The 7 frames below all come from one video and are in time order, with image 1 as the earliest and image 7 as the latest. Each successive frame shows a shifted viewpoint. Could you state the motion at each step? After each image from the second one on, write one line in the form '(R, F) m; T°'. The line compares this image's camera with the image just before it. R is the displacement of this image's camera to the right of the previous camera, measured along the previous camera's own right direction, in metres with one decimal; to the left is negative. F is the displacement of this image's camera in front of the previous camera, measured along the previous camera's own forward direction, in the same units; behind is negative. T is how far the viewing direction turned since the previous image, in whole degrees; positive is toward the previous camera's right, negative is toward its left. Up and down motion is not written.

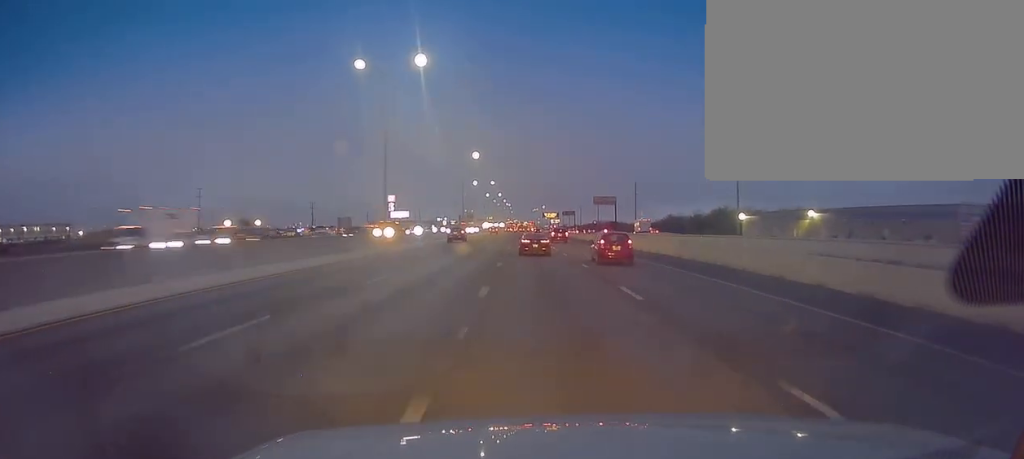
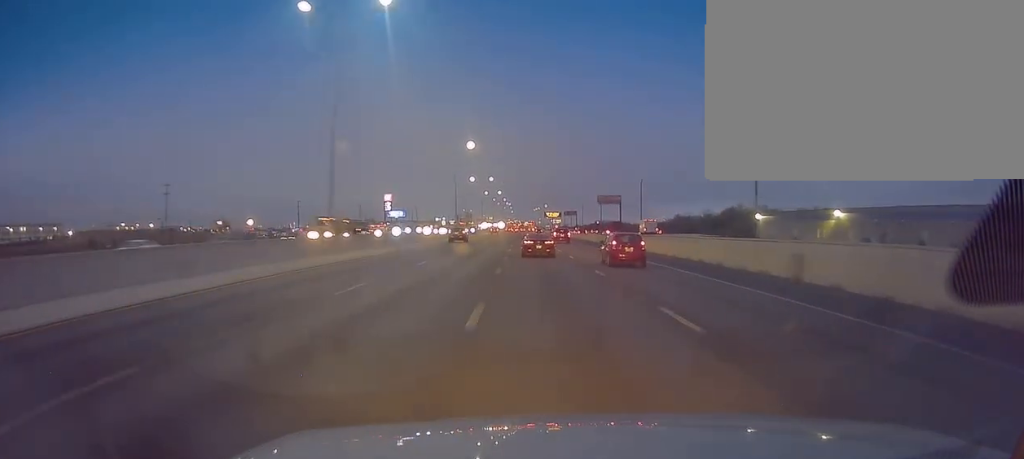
(-0.1, +16.3) m; 0°
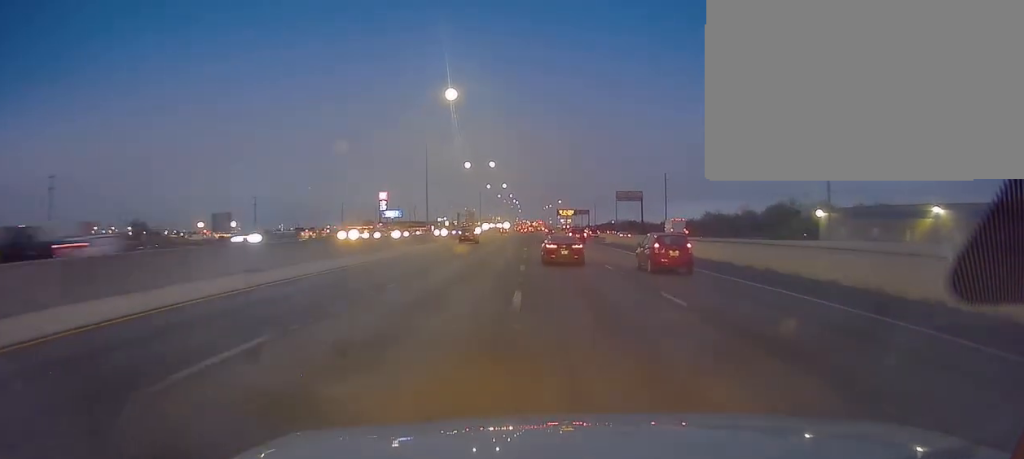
(+0.1, +43.8) m; 0°
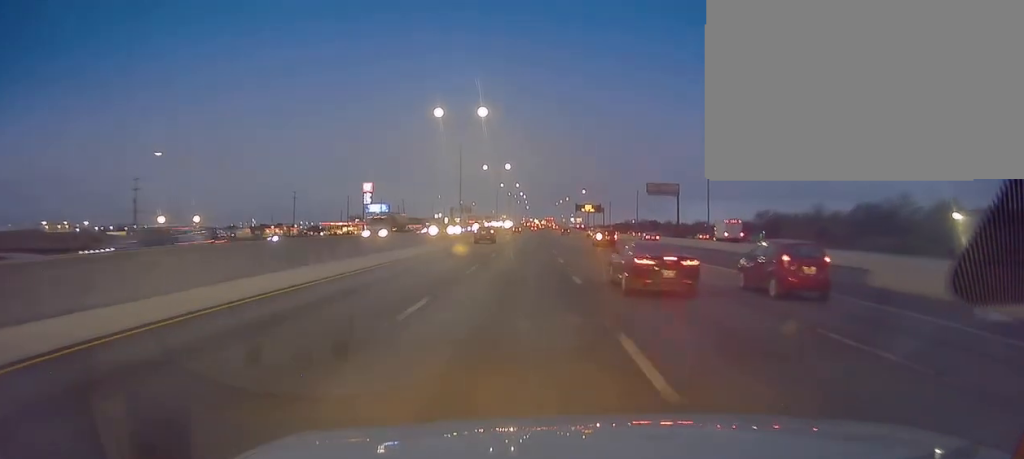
(0.0, +64.9) m; 0°
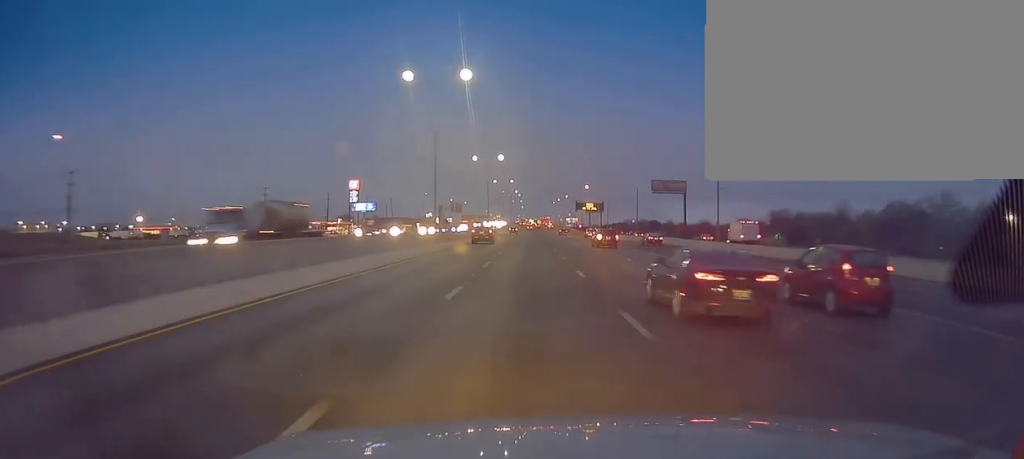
(0.0, +21.6) m; 0°
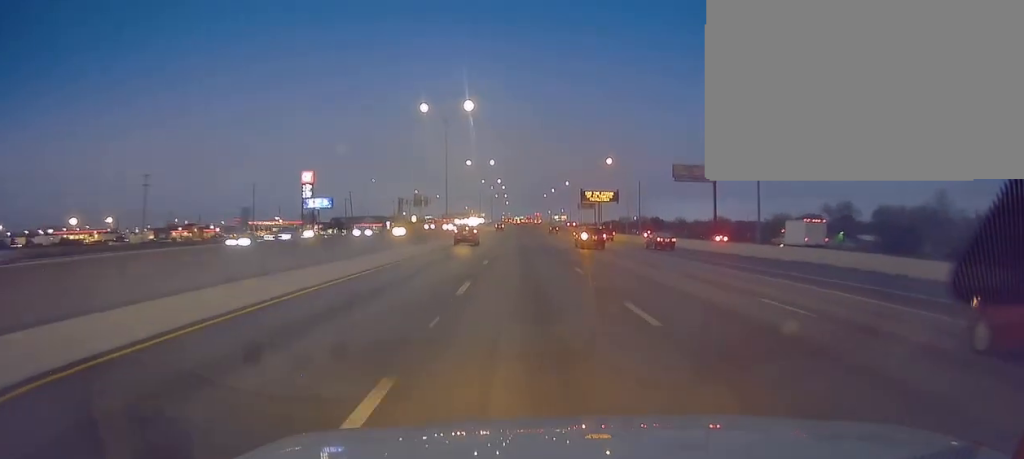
(+0.4, +58.3) m; +1°
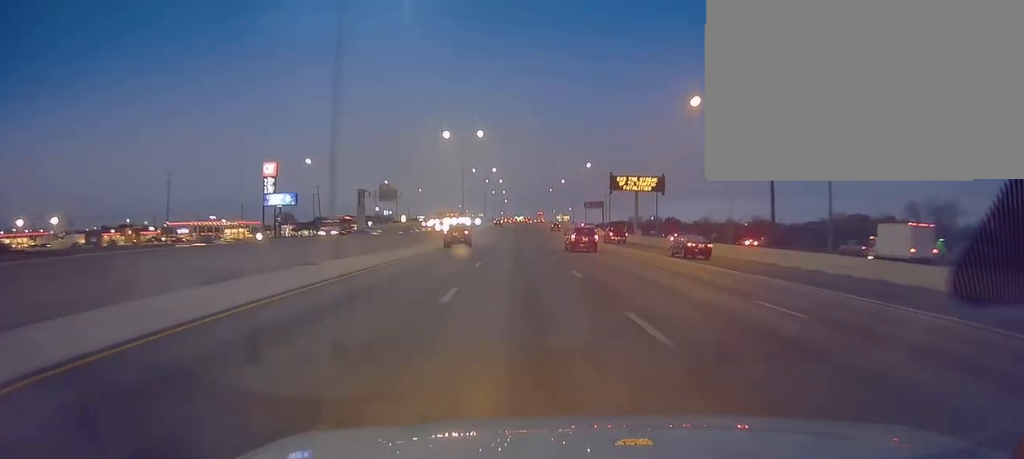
(+0.2, +49.6) m; 0°
